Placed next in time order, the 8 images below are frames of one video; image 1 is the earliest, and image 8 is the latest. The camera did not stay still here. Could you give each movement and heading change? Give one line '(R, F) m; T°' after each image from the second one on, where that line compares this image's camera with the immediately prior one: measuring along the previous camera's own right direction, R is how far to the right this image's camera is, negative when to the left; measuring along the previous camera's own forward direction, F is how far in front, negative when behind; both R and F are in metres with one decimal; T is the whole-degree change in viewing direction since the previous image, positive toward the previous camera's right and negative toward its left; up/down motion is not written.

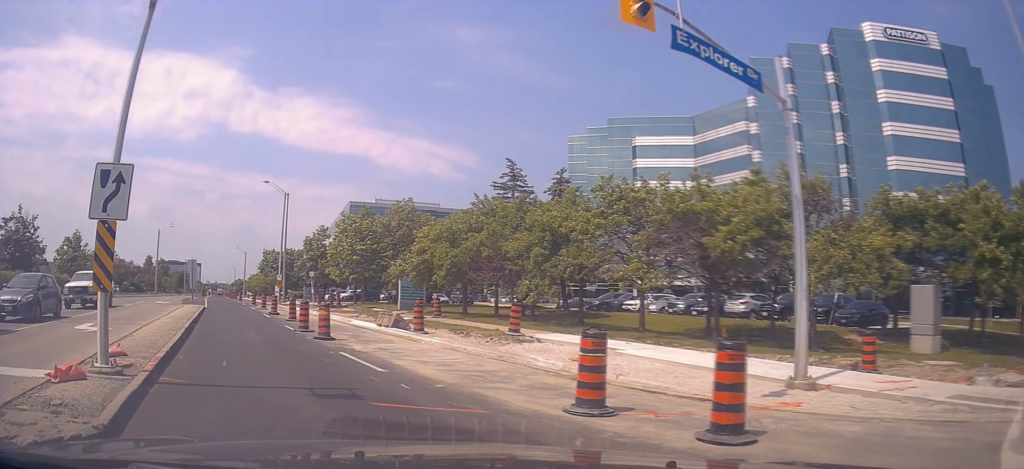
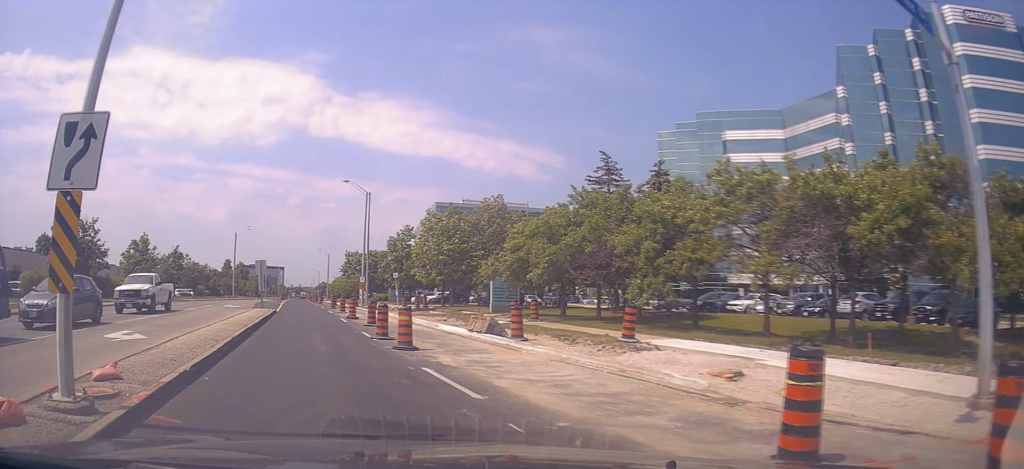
(-0.3, +2.7) m; -7°
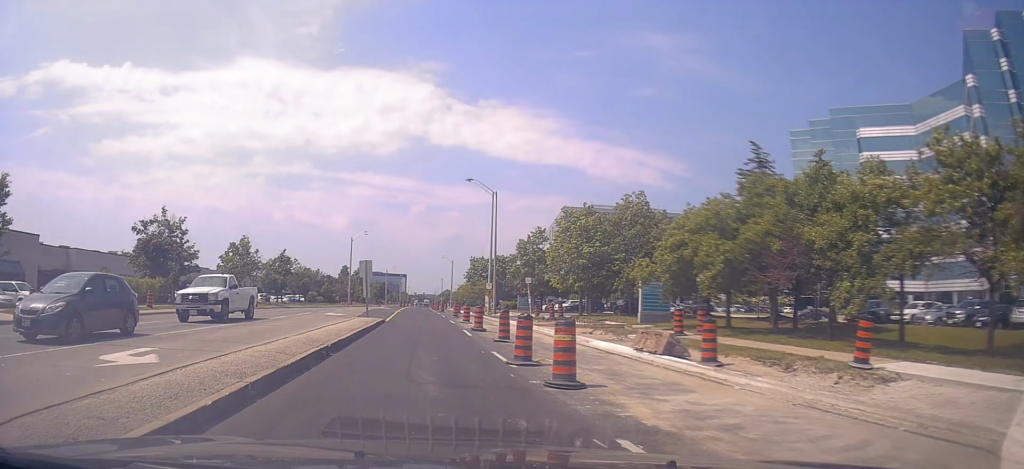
(-0.3, +4.9) m; -9°
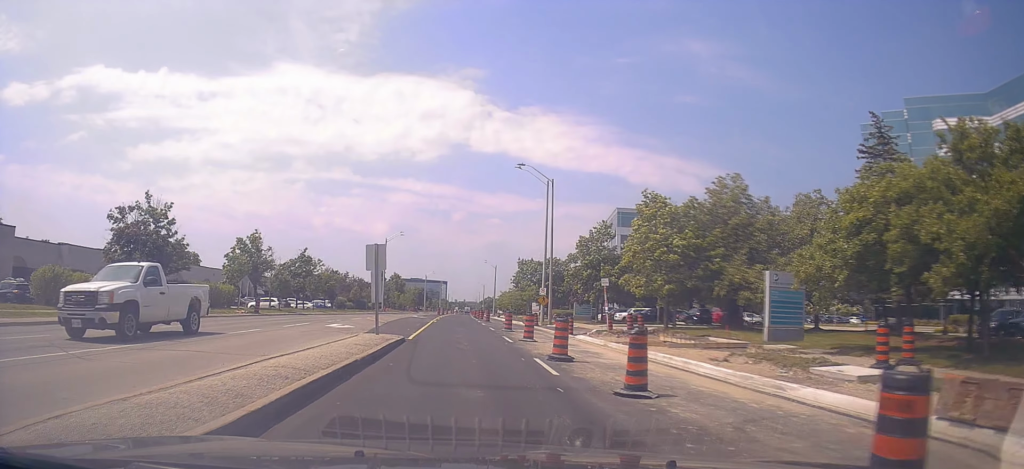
(-0.9, +8.9) m; -8°
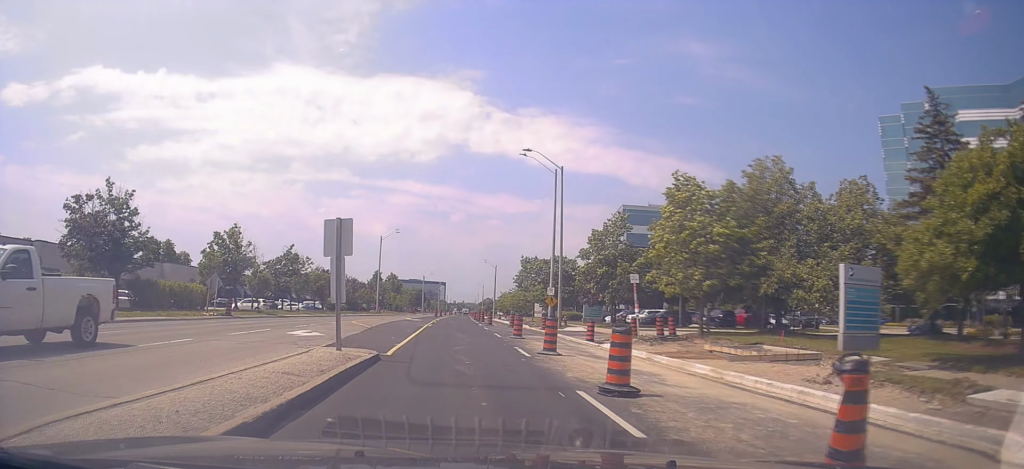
(-0.2, +4.9) m; -1°
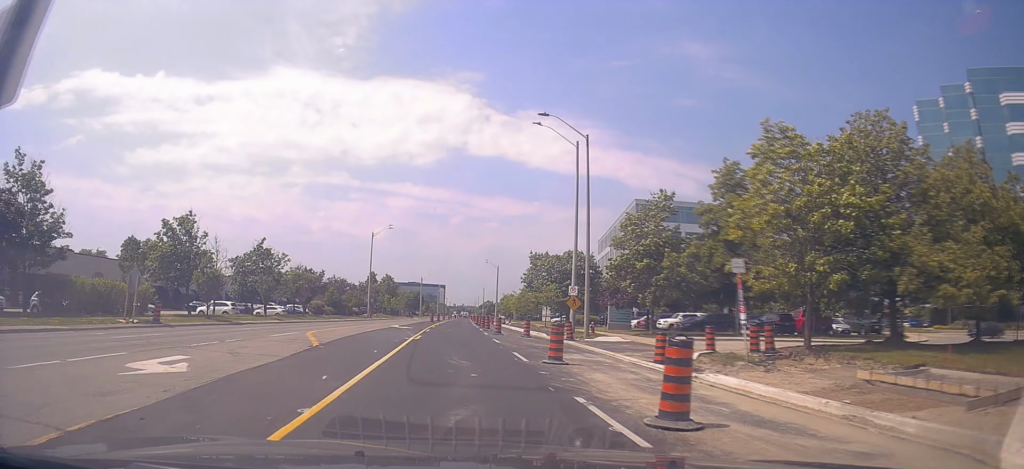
(0.0, +8.9) m; +1°
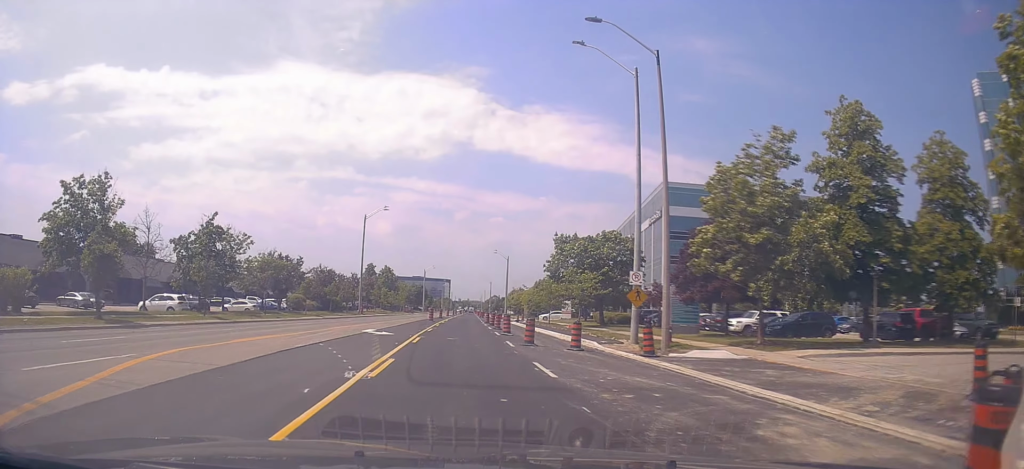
(+0.2, +12.4) m; 0°
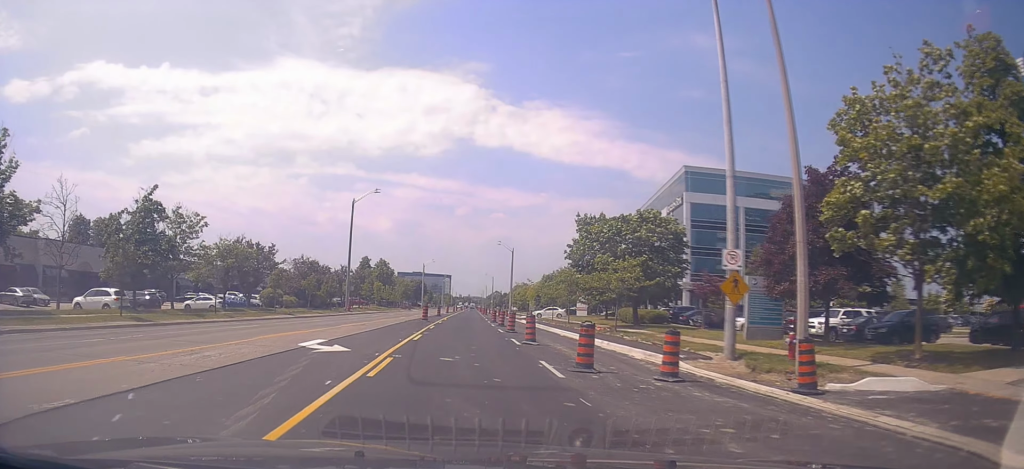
(-0.2, +9.1) m; -3°
